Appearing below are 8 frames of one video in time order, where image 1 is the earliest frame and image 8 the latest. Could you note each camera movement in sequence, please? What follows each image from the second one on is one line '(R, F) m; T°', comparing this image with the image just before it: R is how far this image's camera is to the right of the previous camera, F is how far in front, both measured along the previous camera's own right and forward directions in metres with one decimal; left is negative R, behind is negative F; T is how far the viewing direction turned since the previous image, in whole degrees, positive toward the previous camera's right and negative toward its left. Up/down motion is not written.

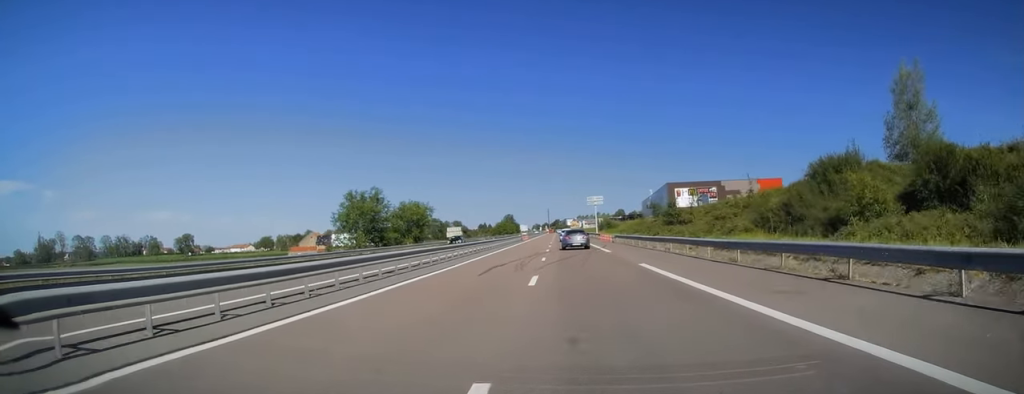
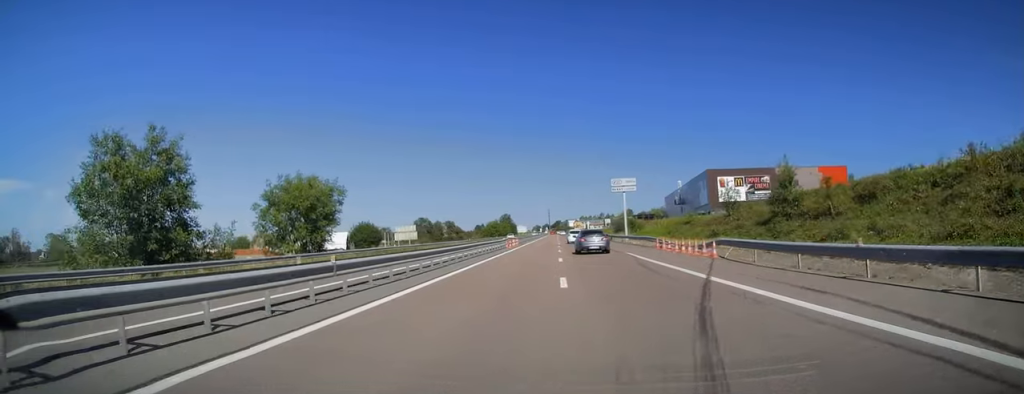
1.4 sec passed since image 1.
(-0.3, +39.5) m; -1°
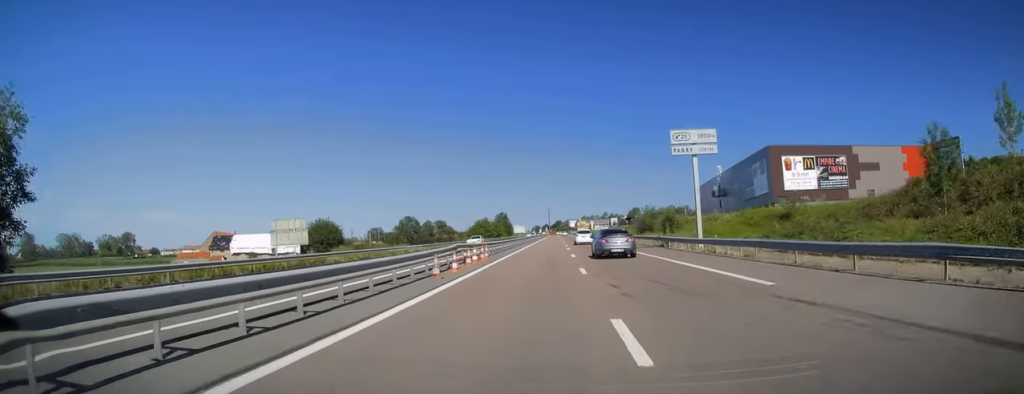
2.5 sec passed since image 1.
(+0.1, +34.1) m; +1°
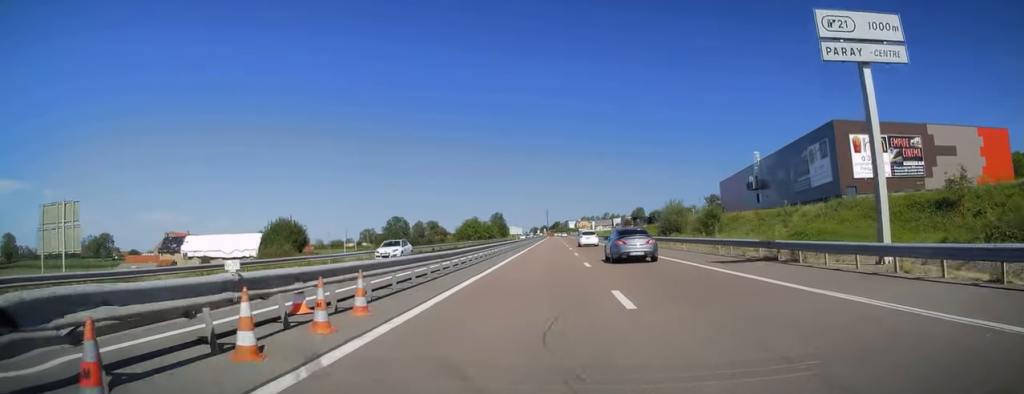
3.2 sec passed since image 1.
(+0.1, +21.4) m; +1°
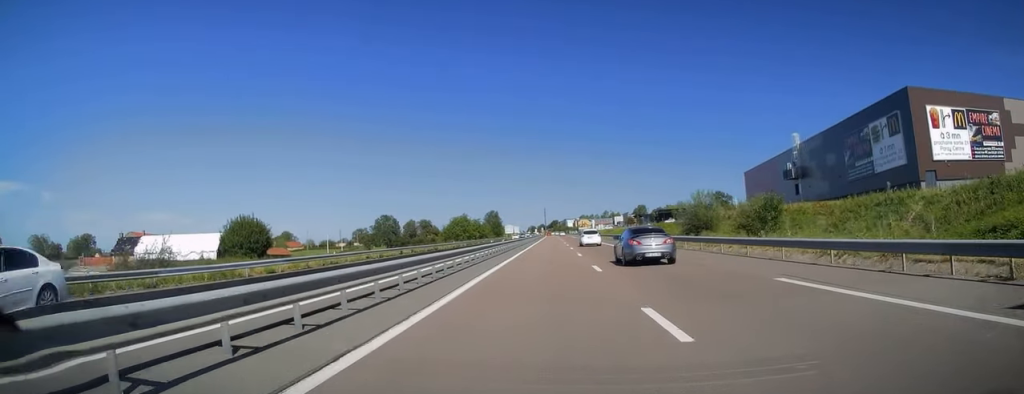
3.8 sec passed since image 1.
(-0.1, +16.1) m; 0°
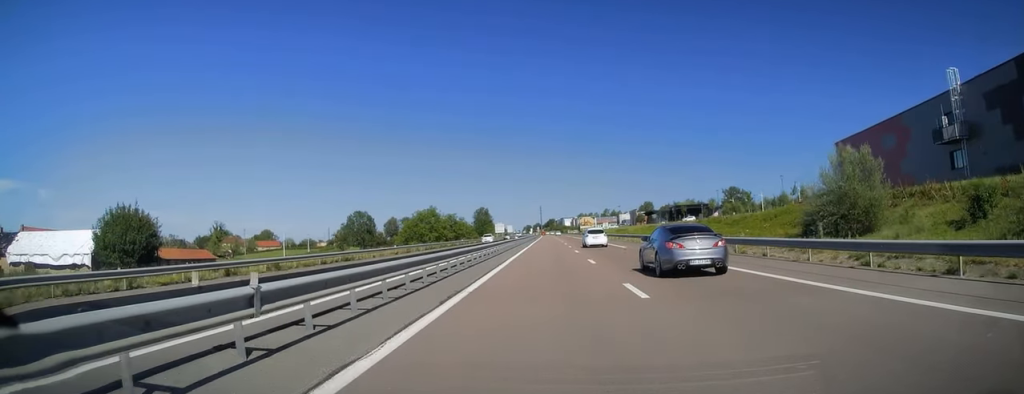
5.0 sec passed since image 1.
(+0.3, +34.1) m; 0°
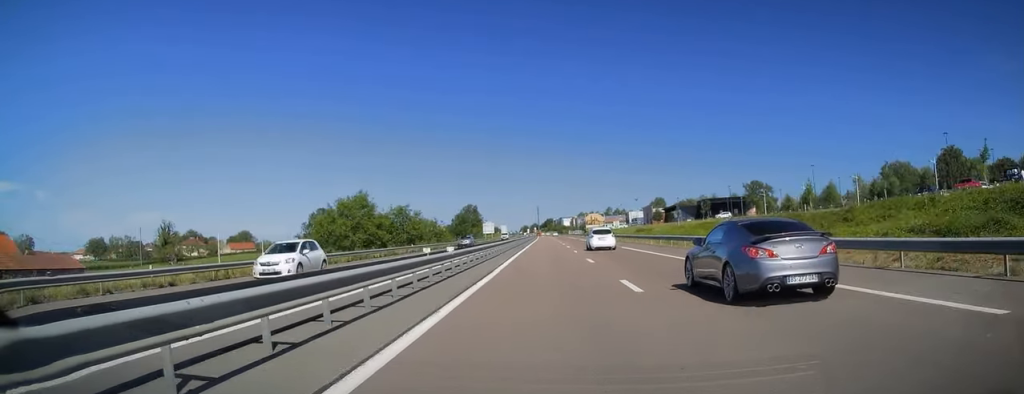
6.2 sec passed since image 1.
(-0.5, +37.5) m; 0°
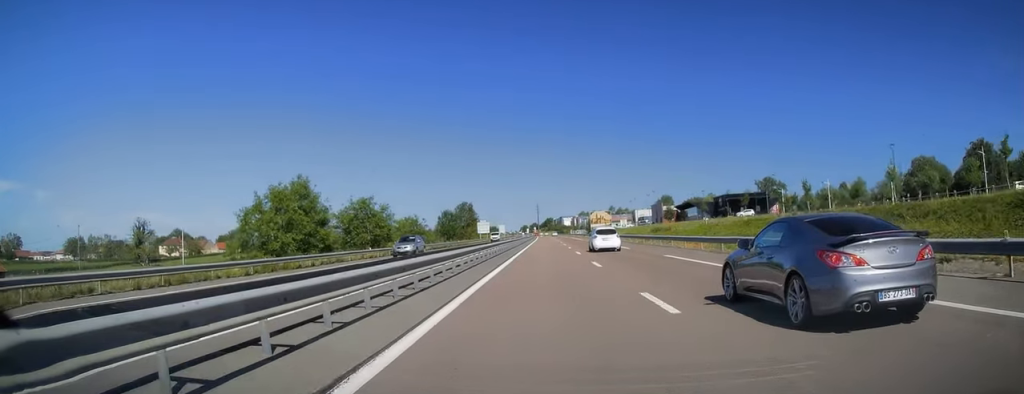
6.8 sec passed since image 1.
(-0.1, +16.1) m; 0°
